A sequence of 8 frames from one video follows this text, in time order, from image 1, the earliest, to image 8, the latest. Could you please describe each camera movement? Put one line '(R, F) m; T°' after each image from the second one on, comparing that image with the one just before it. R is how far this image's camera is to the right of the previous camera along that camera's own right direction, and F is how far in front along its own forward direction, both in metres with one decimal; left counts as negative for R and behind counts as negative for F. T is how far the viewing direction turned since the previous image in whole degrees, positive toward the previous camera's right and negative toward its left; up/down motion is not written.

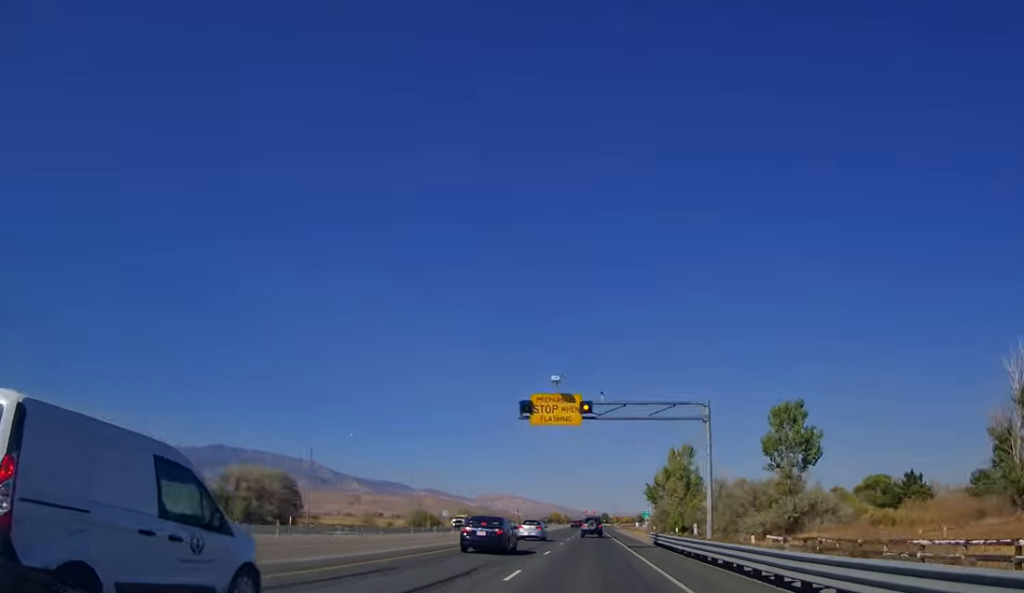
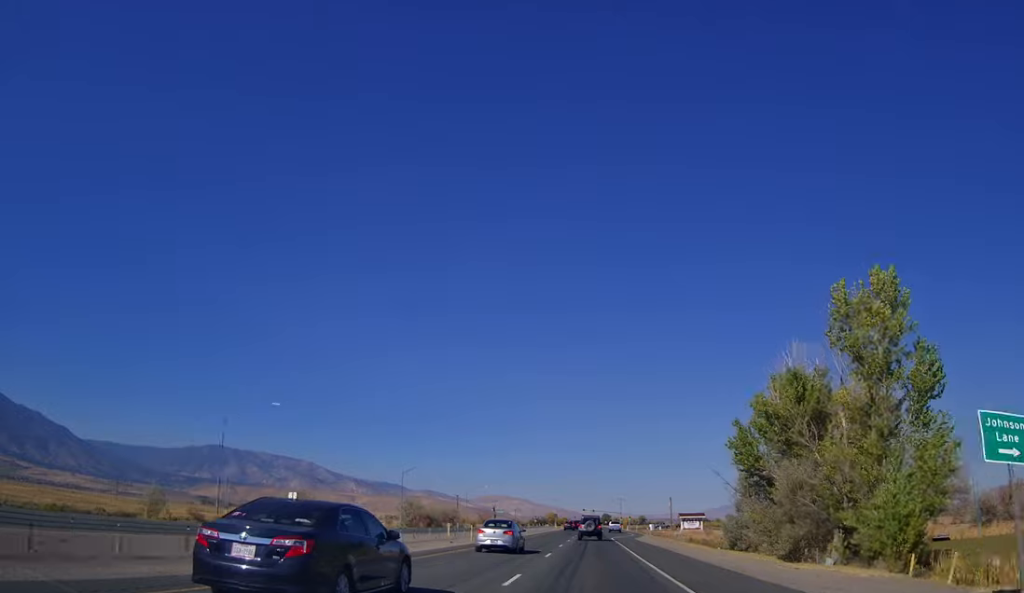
(0.0, +77.0) m; 0°
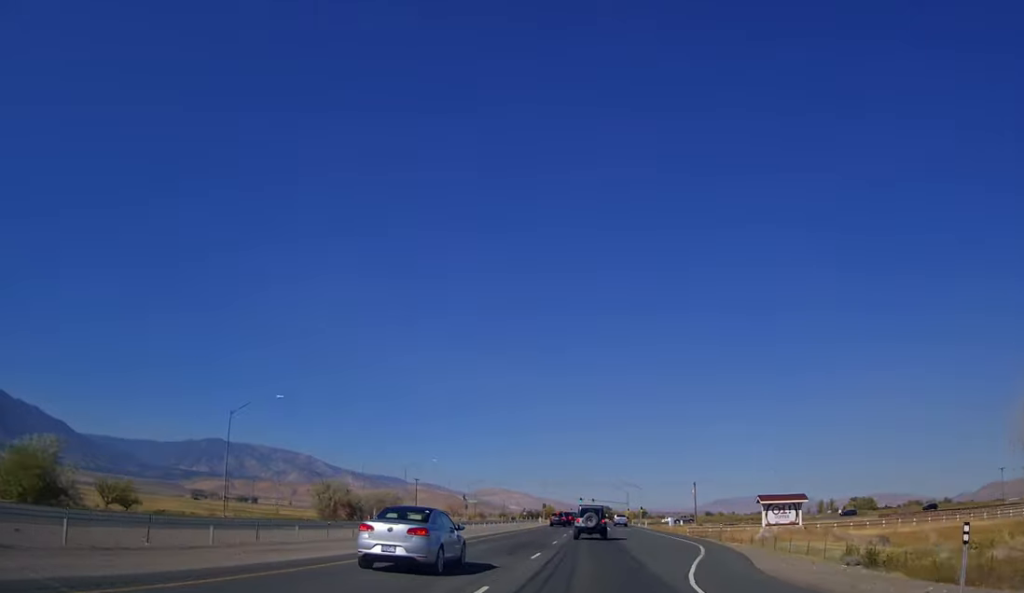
(-0.5, +55.3) m; 0°
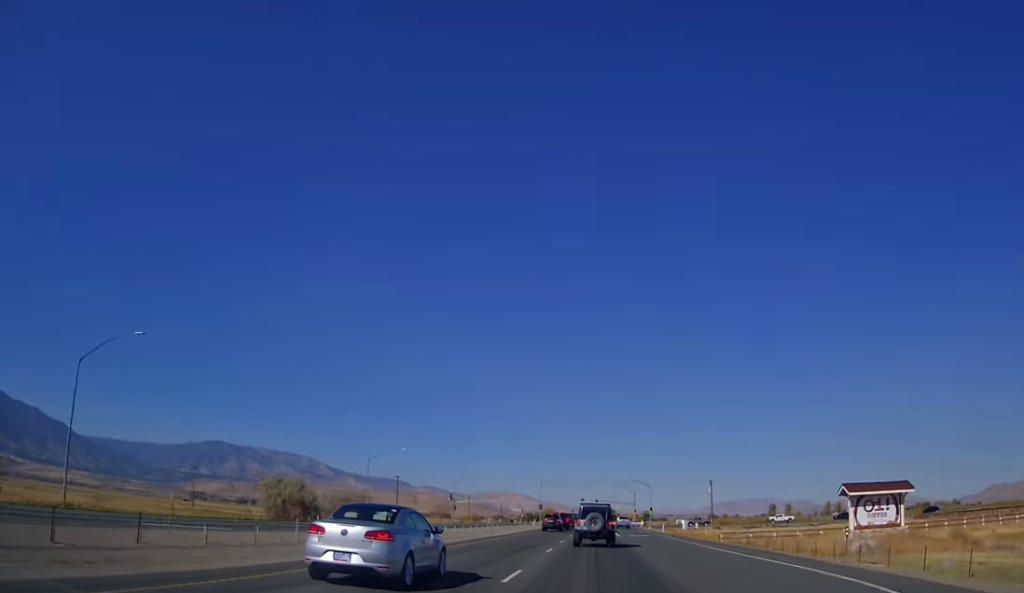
(+0.2, +22.0) m; +1°
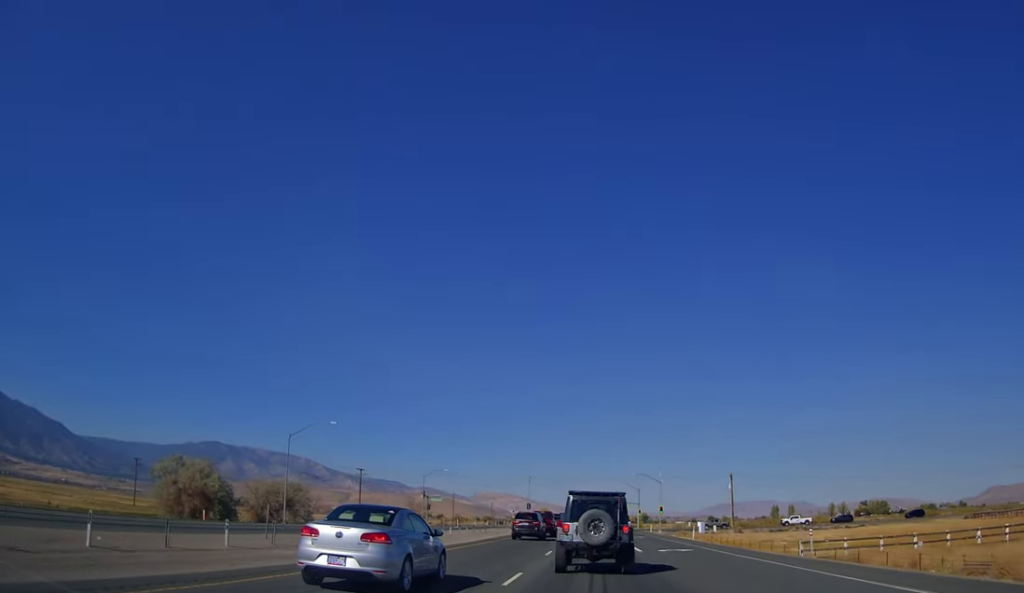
(+0.5, +29.7) m; +1°
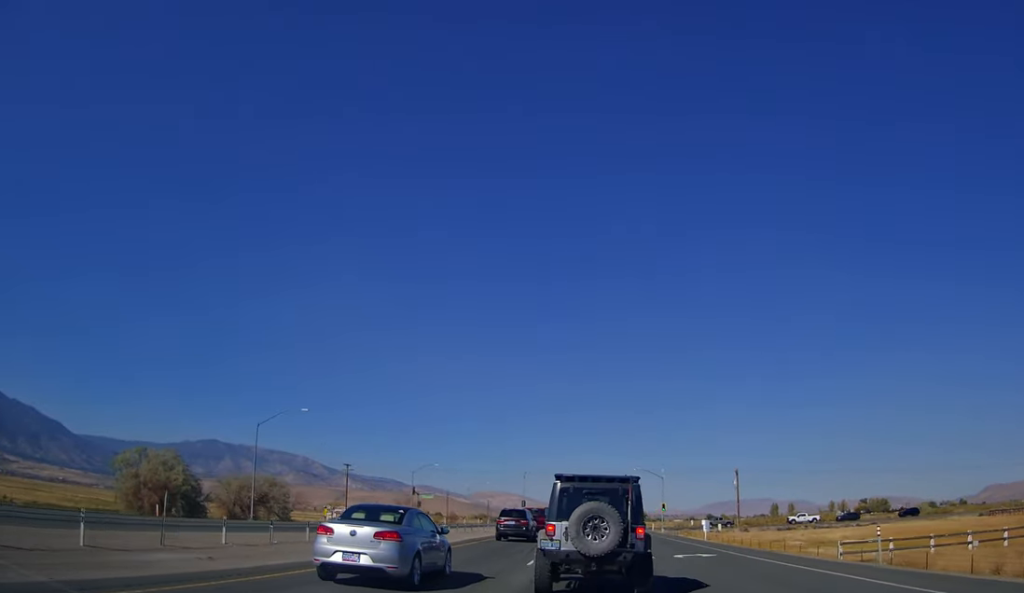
(0.0, +7.6) m; 0°
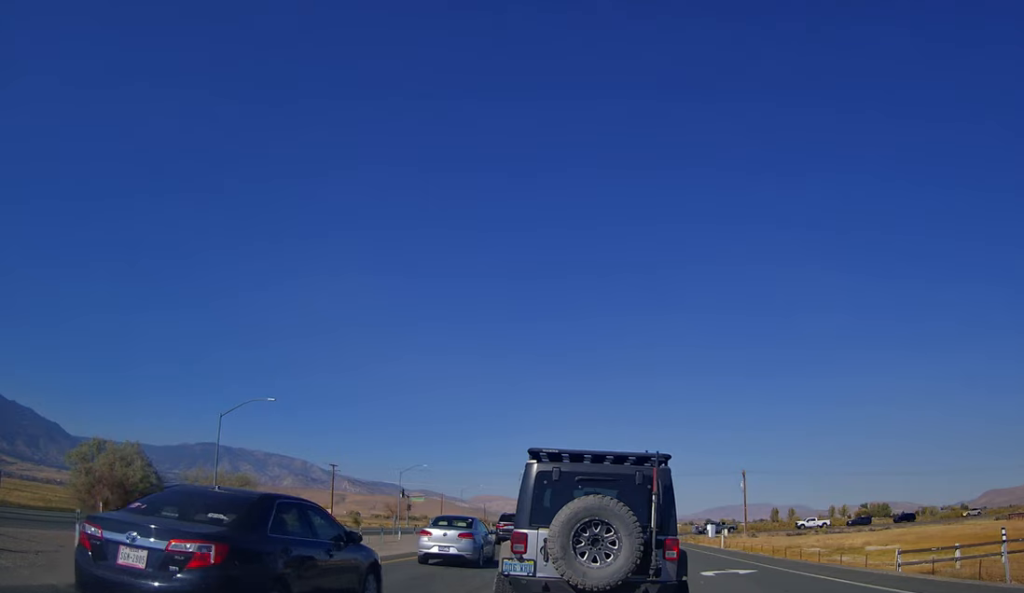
(-0.2, +13.5) m; -1°
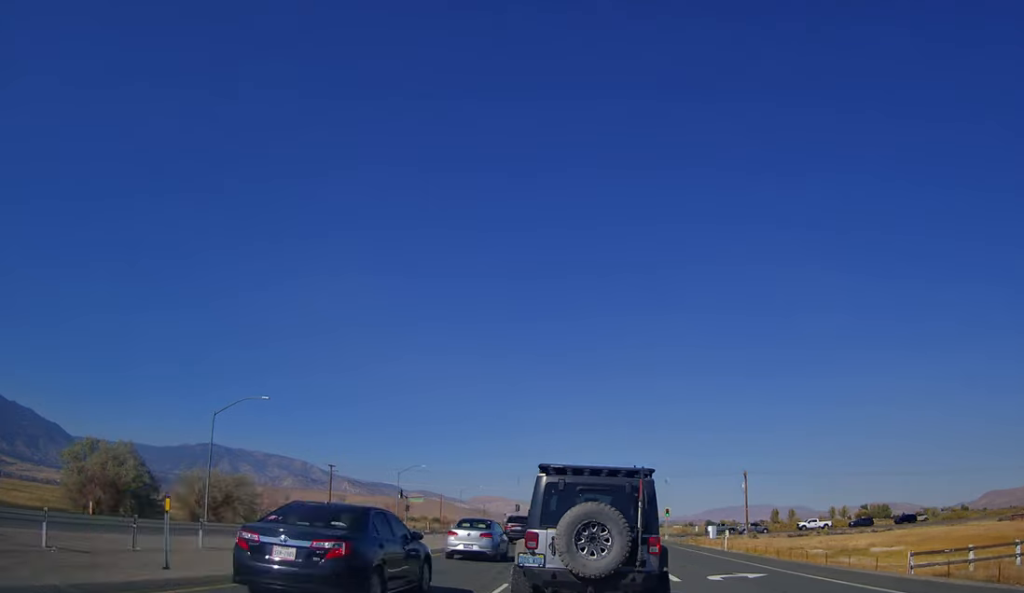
(0.0, +3.3) m; 0°
